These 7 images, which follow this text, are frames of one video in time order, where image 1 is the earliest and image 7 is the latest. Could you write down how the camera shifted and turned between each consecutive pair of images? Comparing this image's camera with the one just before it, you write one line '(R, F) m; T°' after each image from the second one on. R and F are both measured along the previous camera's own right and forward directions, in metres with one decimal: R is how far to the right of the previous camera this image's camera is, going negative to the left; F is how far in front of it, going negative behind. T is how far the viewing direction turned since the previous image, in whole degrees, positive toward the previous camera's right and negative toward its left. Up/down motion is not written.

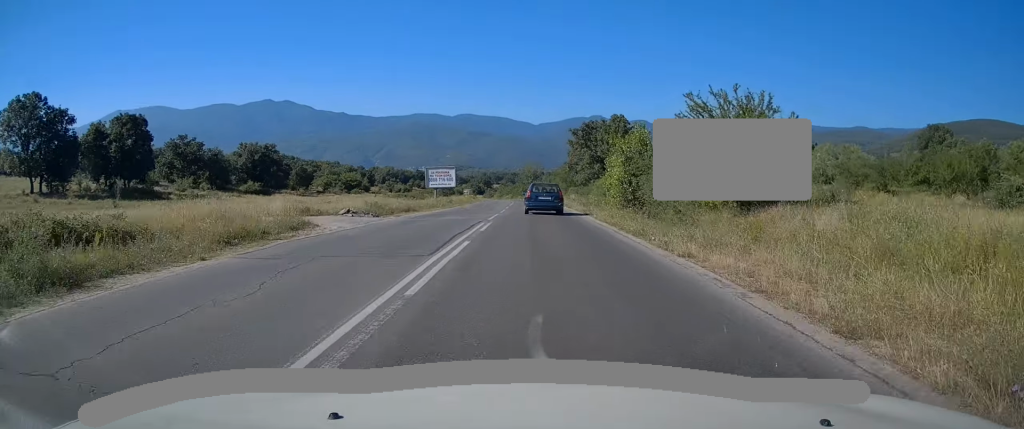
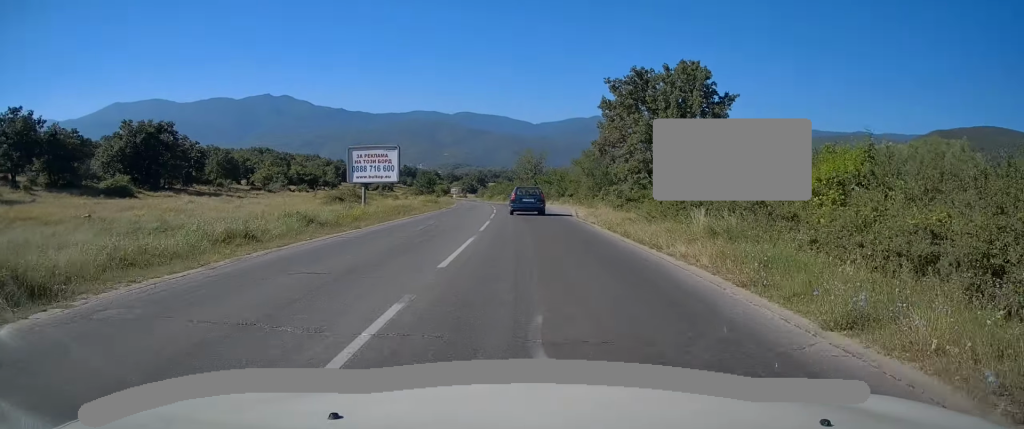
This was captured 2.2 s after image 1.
(-0.4, +39.6) m; -1°
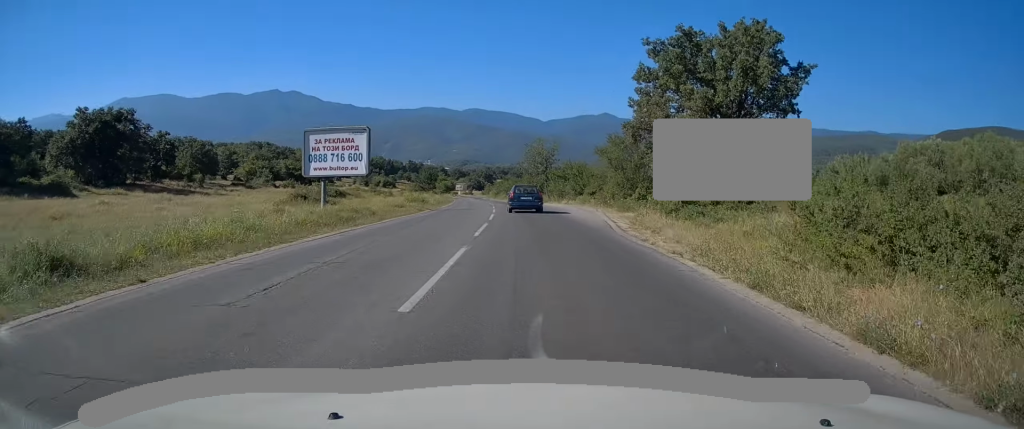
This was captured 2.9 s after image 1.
(0.0, +12.4) m; 0°
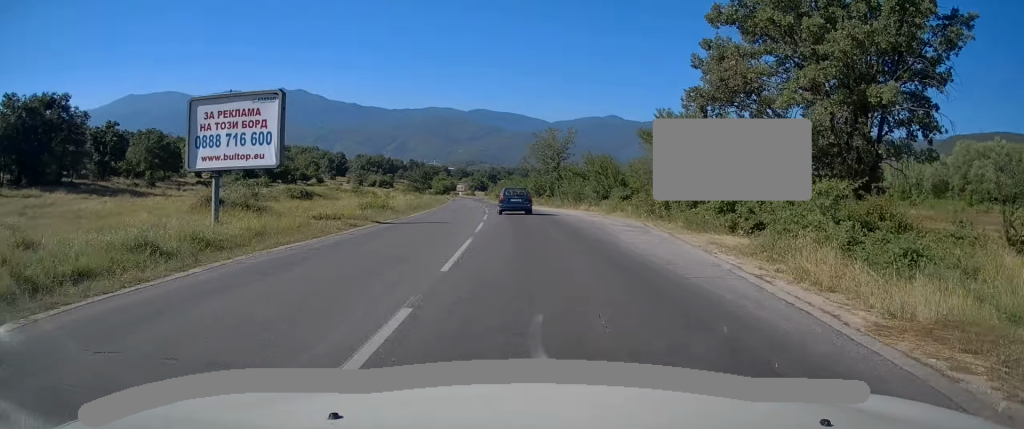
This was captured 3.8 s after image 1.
(+0.1, +14.7) m; -1°
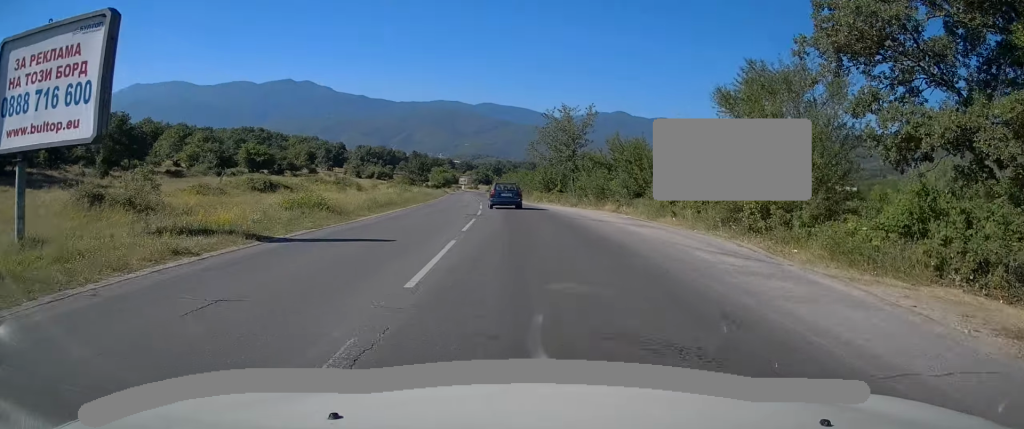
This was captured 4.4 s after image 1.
(-0.2, +11.2) m; -1°
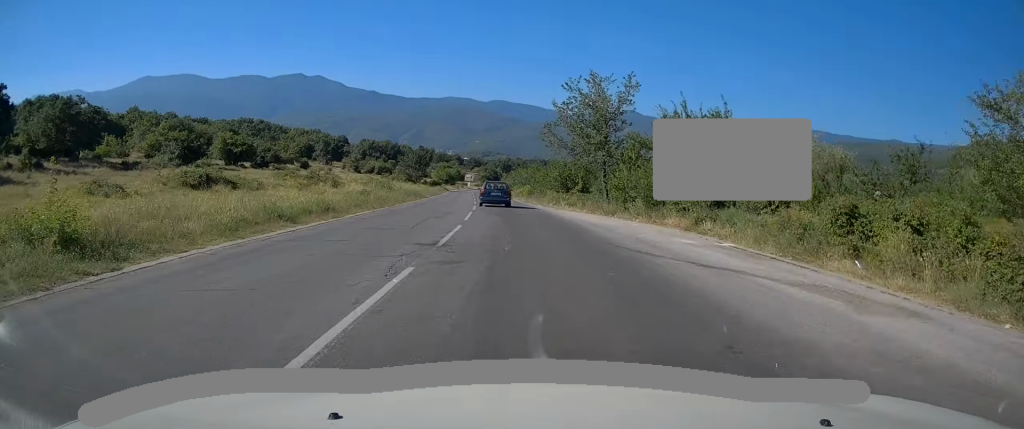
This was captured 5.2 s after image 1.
(-0.1, +13.4) m; -1°
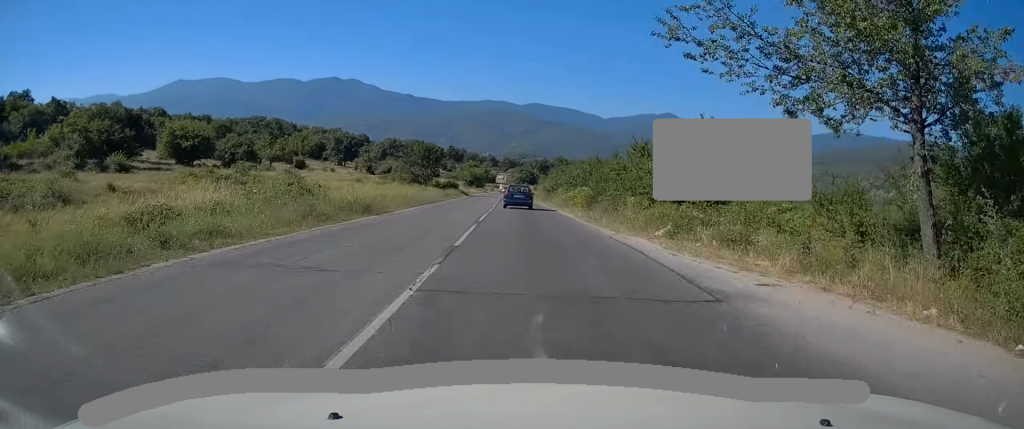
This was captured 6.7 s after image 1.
(-0.7, +26.1) m; -2°
